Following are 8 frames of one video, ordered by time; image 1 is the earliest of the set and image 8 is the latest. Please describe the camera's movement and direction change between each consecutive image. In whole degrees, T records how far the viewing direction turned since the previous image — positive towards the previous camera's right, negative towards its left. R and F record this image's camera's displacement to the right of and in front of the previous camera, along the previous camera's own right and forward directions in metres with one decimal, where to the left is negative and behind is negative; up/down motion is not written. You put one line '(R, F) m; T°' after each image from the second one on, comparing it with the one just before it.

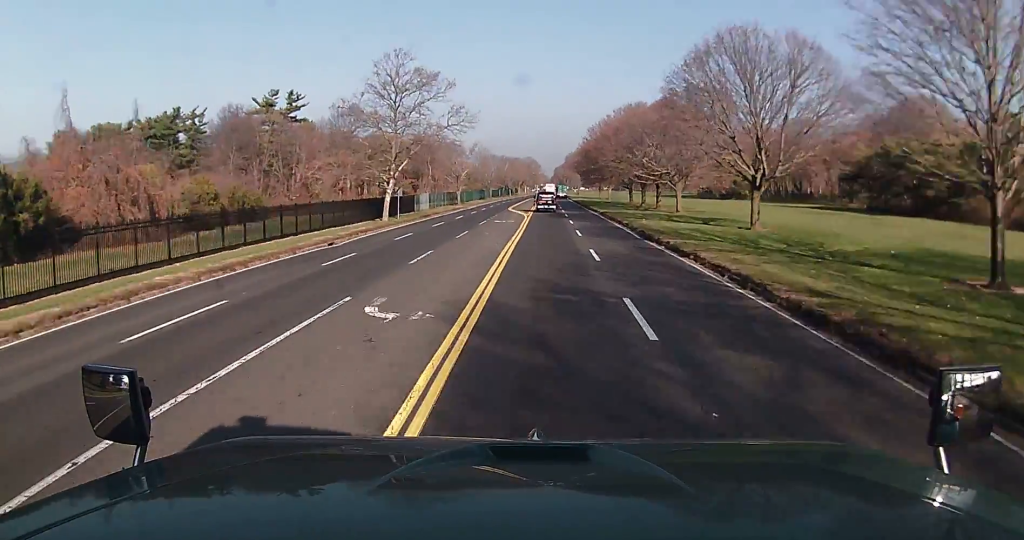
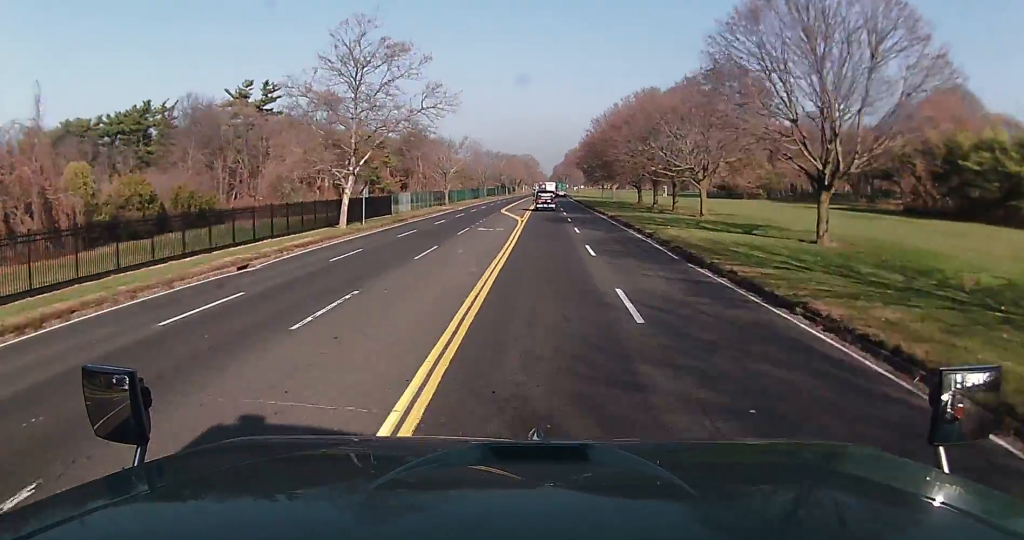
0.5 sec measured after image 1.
(0.0, +11.2) m; 0°
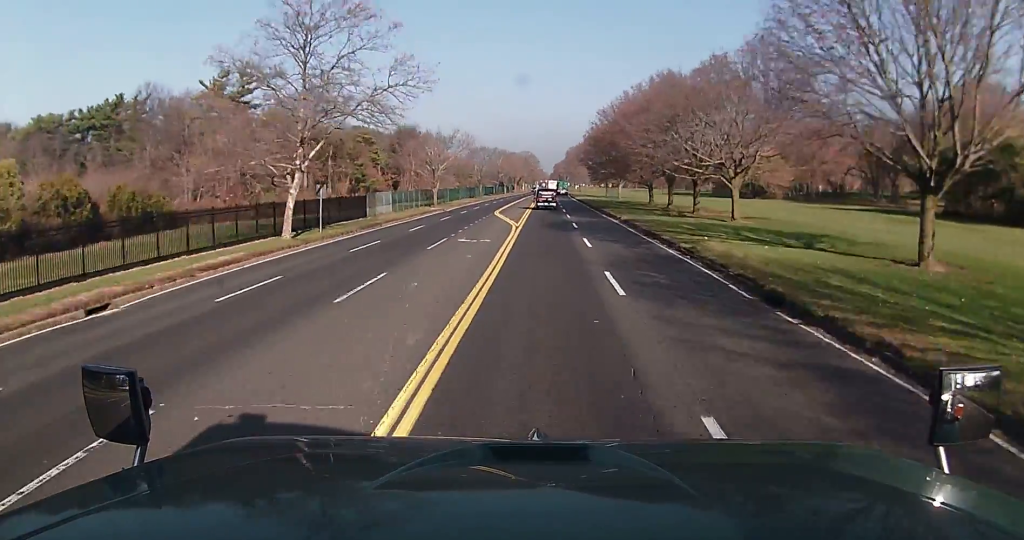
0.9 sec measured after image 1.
(0.0, +9.7) m; 0°
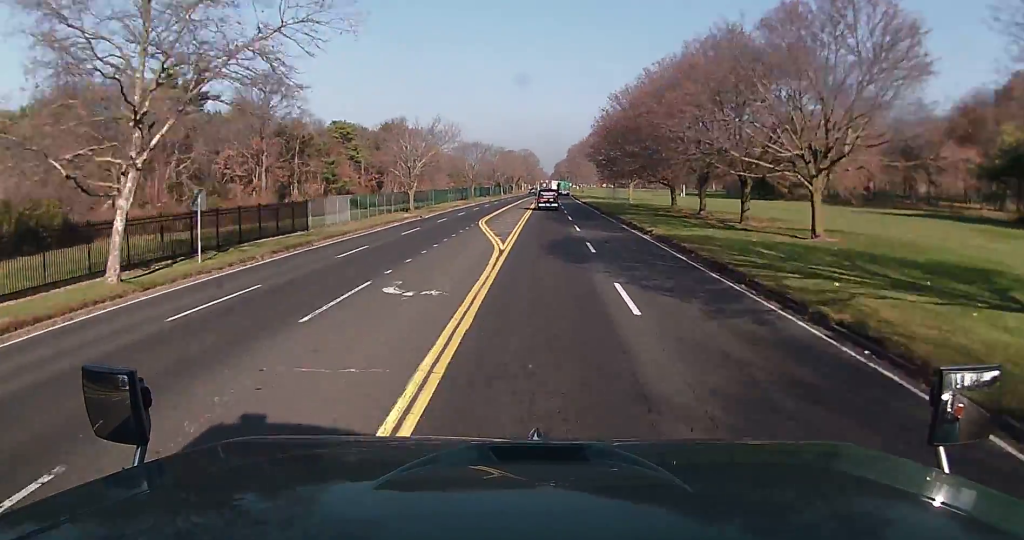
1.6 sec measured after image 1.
(+0.3, +14.7) m; 0°
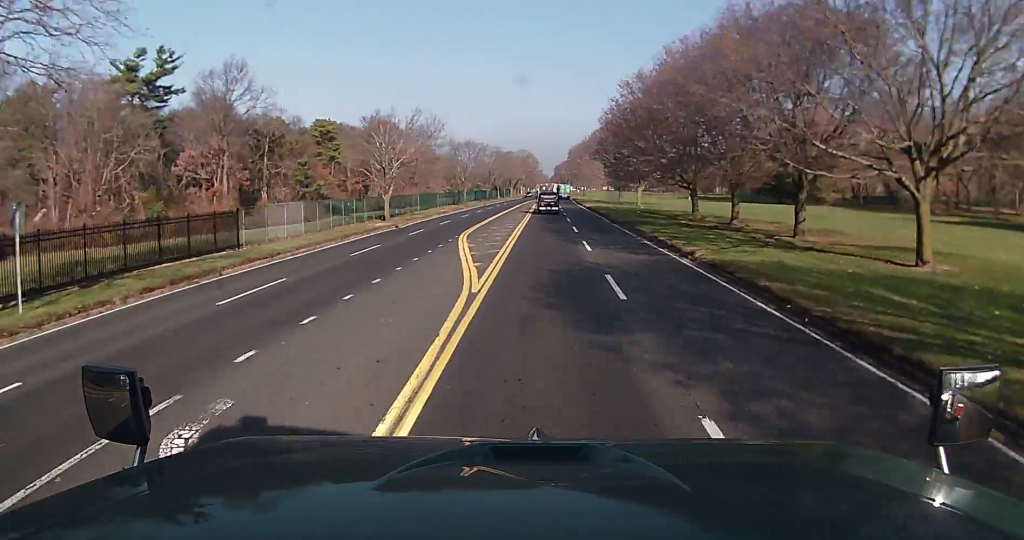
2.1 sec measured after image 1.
(0.0, +10.1) m; 0°
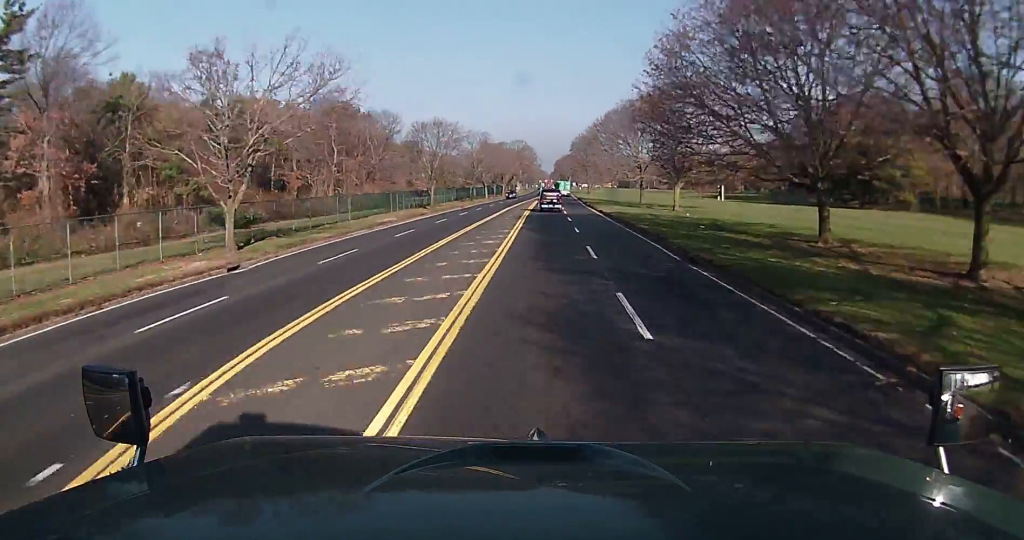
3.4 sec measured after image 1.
(-0.1, +28.6) m; +1°
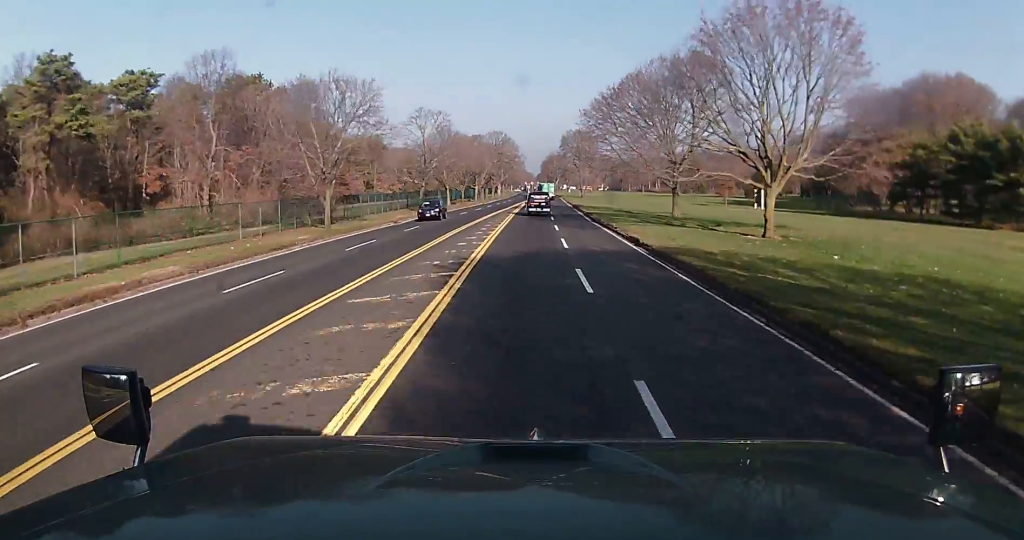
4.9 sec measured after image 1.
(+0.2, +32.4) m; 0°
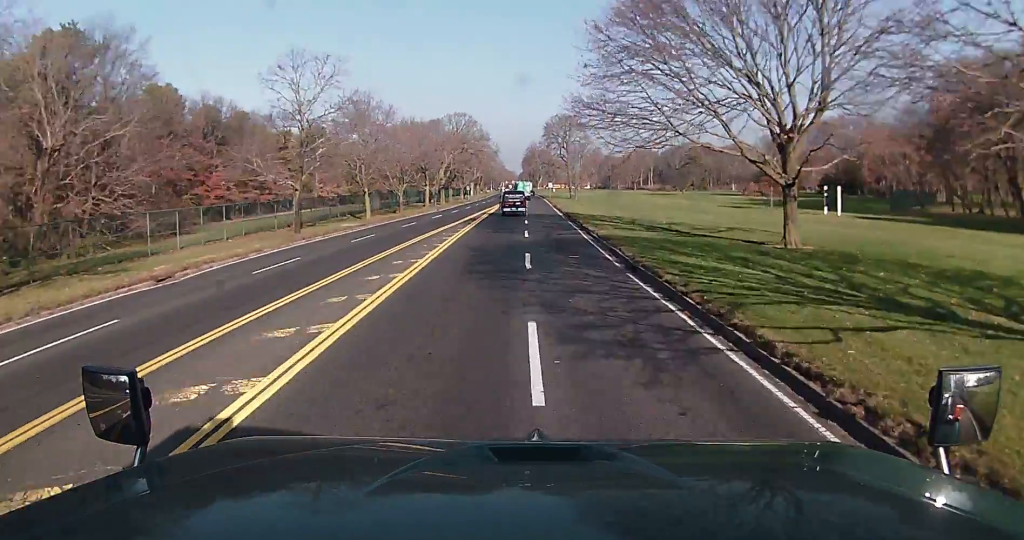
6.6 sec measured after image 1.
(+0.5, +33.2) m; +2°
